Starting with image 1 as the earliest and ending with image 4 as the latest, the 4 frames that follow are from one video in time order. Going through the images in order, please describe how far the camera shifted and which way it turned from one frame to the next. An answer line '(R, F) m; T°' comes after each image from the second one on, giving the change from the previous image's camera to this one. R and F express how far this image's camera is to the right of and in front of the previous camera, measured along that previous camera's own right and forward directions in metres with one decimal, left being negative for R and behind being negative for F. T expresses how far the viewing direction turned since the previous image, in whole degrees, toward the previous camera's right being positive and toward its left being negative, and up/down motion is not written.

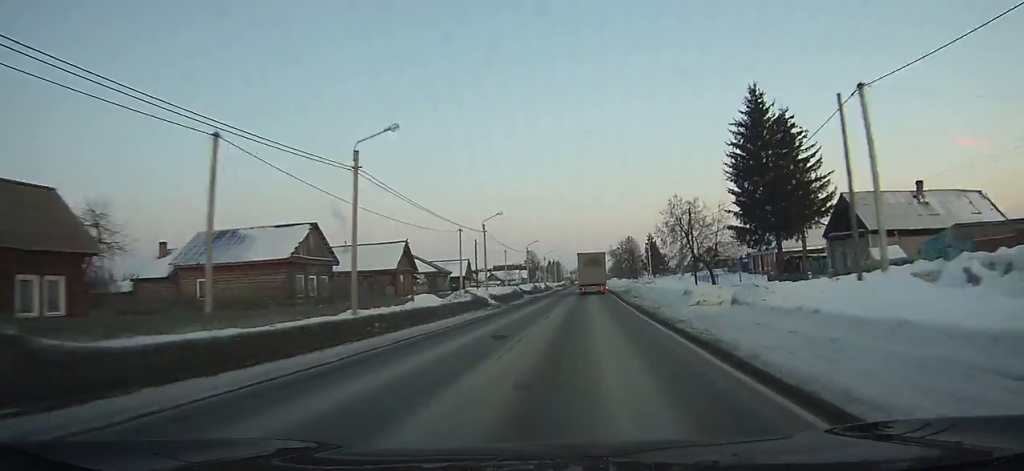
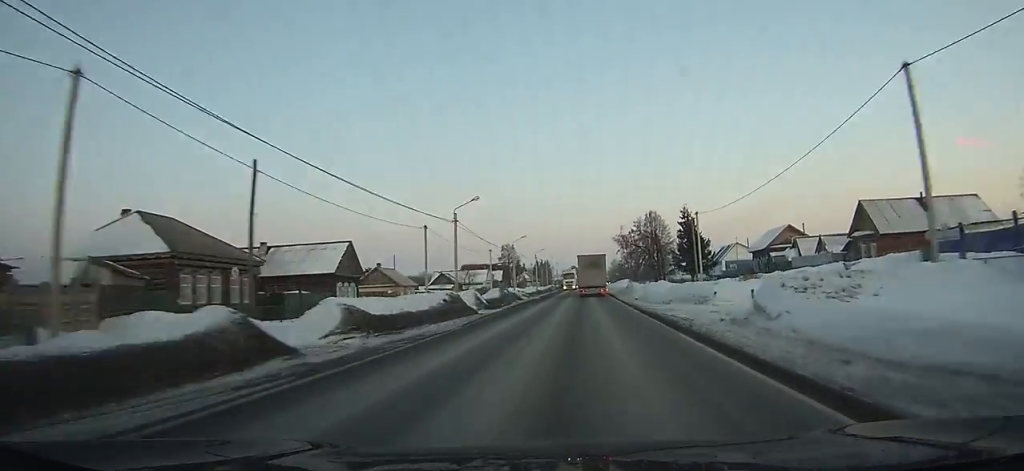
(+0.6, +47.7) m; +1°
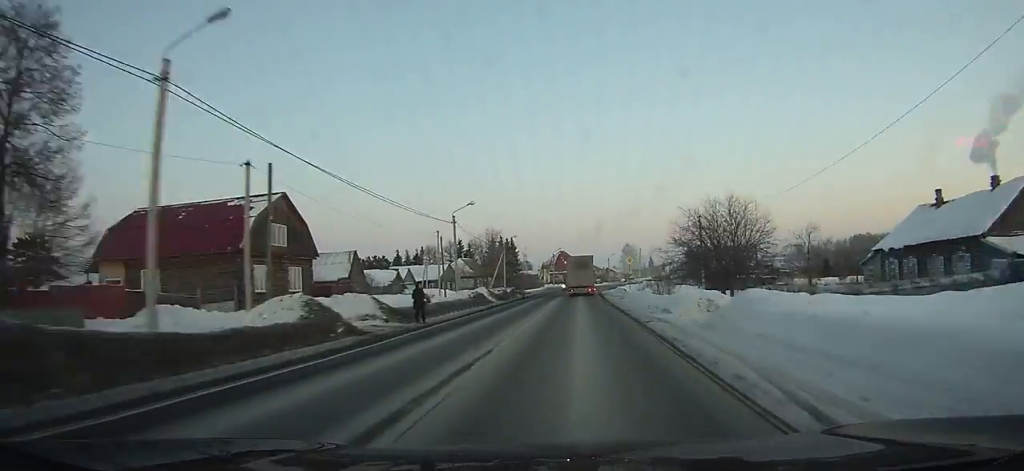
(+0.6, +135.1) m; 0°
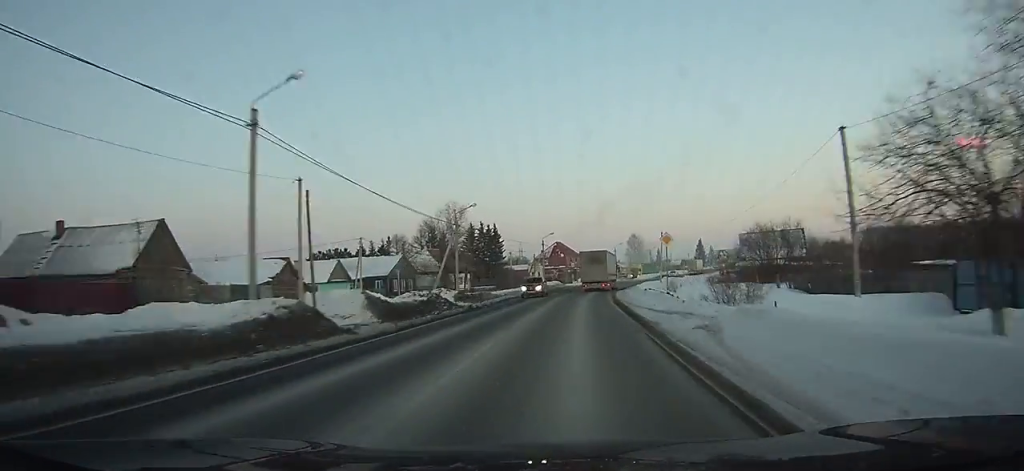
(-0.2, +29.6) m; 0°
